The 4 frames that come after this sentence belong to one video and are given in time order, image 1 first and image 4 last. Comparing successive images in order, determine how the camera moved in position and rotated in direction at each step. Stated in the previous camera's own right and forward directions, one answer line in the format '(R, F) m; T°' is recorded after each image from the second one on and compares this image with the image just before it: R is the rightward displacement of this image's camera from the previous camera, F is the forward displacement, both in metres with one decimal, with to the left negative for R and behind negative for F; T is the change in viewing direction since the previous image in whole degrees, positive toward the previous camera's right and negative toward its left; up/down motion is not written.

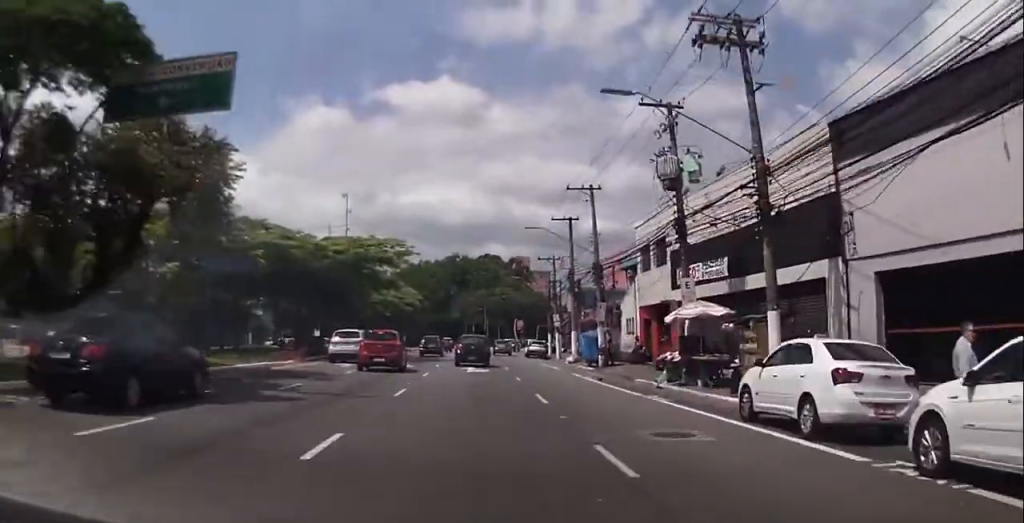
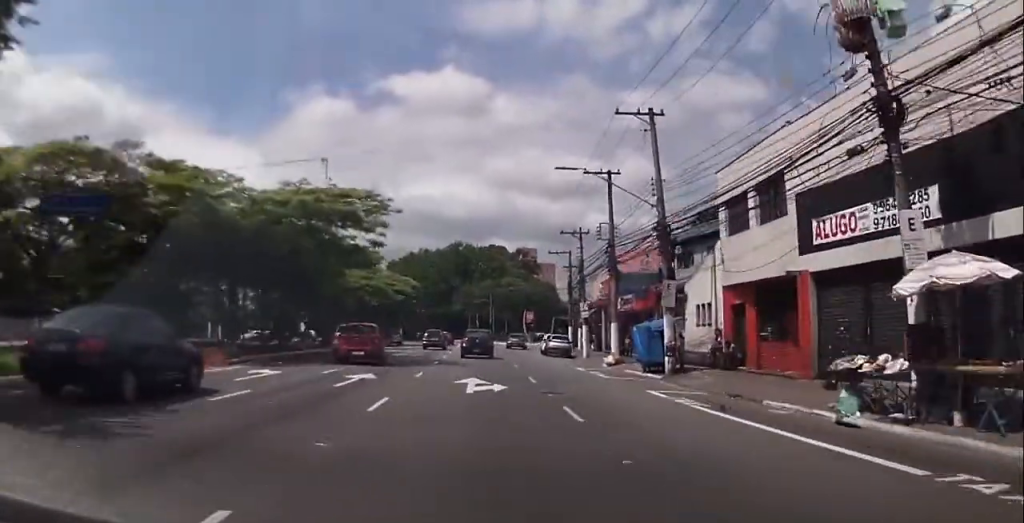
(-0.3, +12.9) m; -1°
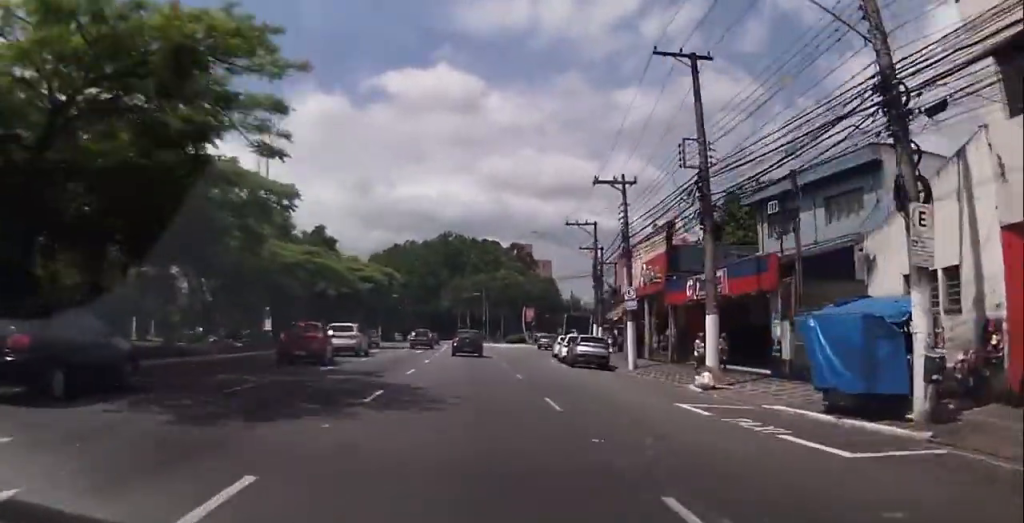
(-0.2, +16.0) m; -1°
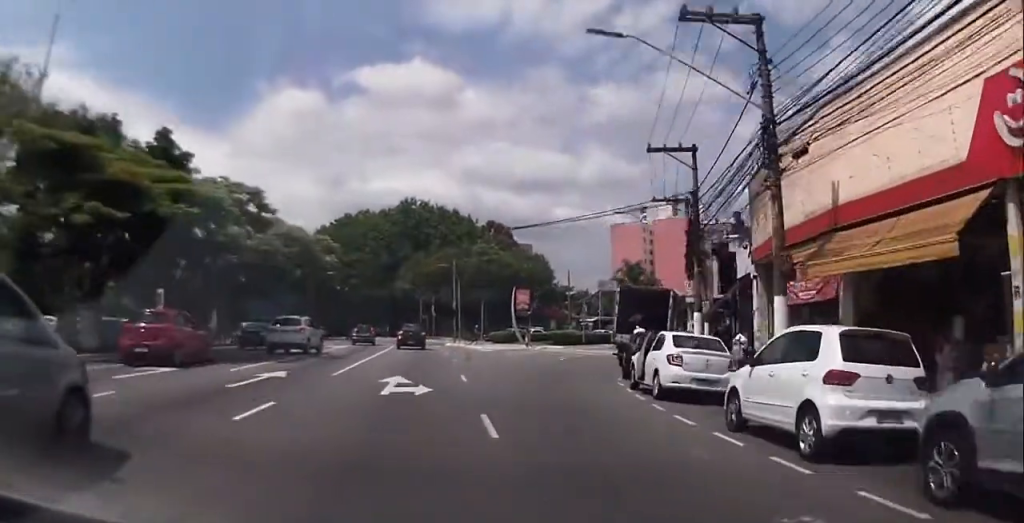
(+1.2, +29.1) m; +5°
